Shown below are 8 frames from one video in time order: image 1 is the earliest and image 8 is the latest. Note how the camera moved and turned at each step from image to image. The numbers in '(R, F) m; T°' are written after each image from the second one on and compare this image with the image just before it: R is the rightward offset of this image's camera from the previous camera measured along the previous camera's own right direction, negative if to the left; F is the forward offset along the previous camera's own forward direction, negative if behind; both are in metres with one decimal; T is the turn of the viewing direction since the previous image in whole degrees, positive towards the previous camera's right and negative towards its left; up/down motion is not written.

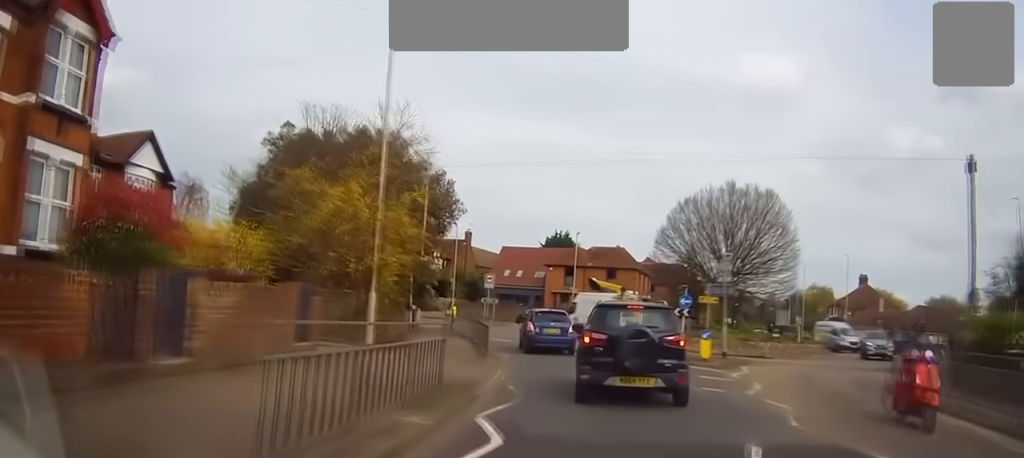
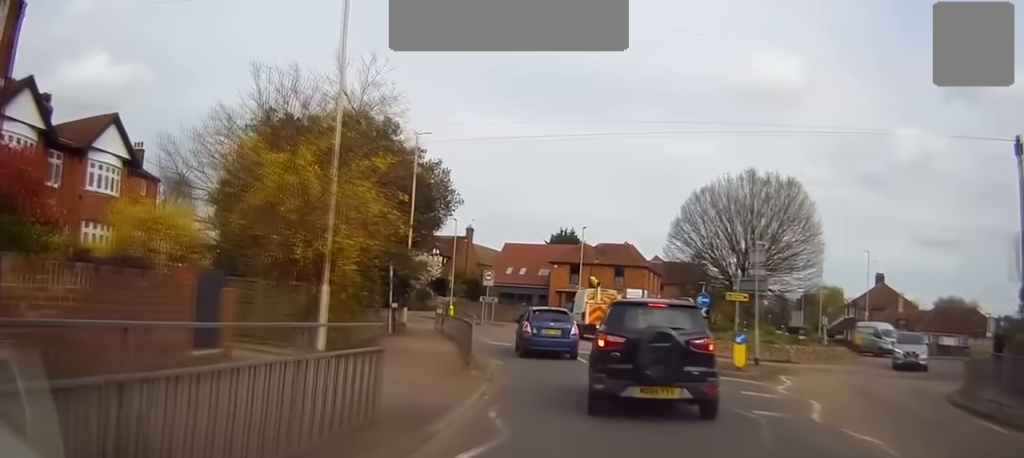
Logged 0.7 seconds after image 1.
(-0.2, +3.3) m; 0°
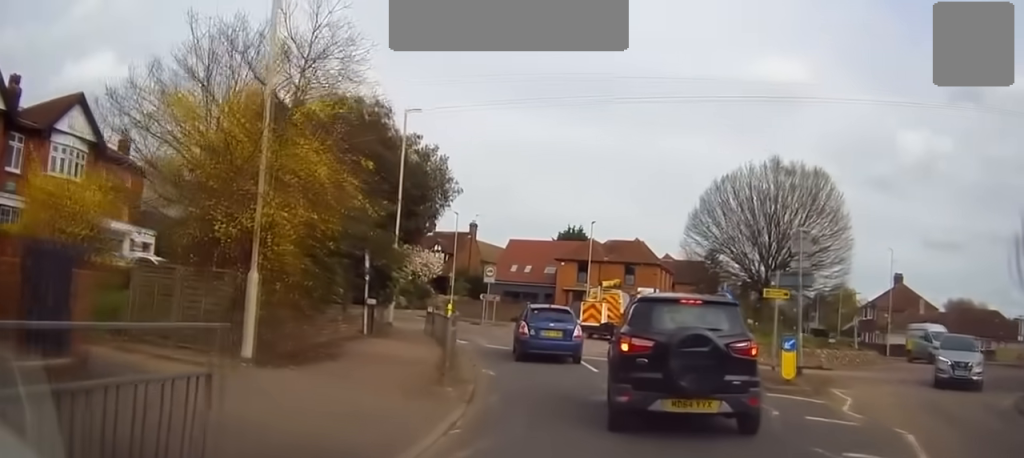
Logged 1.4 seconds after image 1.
(+0.1, +3.3) m; 0°
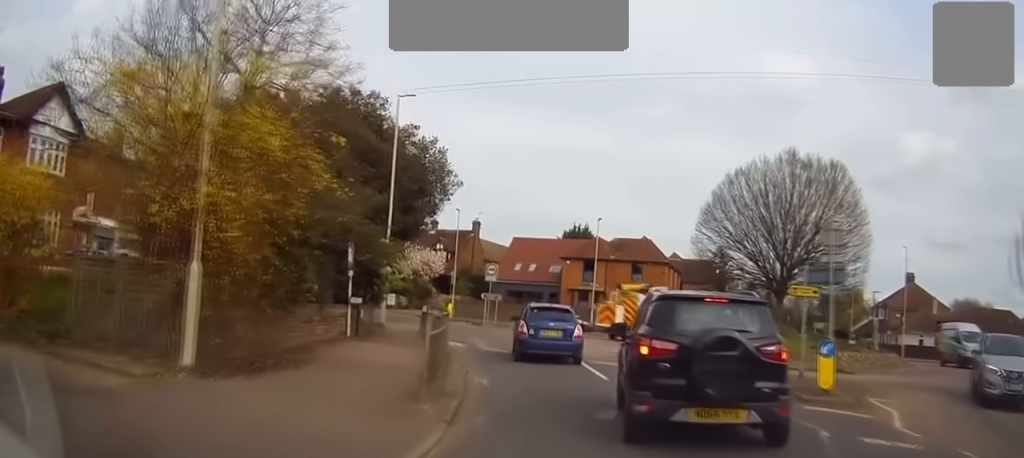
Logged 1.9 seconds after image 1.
(+0.1, +2.0) m; -1°
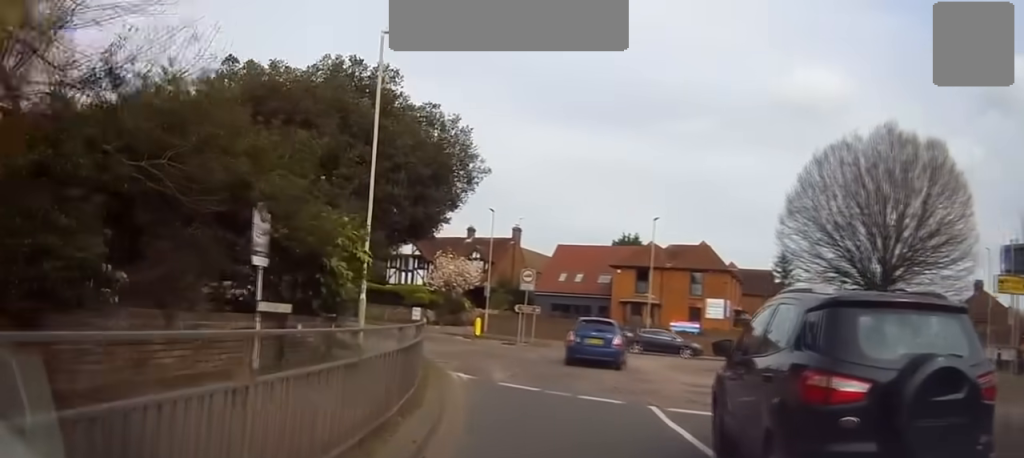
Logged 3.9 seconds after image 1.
(-0.9, +7.5) m; -8°
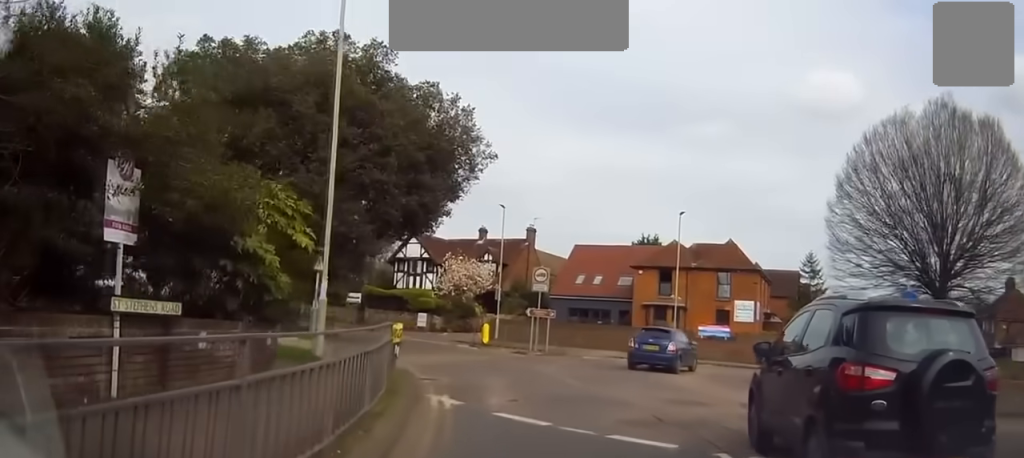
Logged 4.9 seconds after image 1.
(+0.1, +4.3) m; 0°
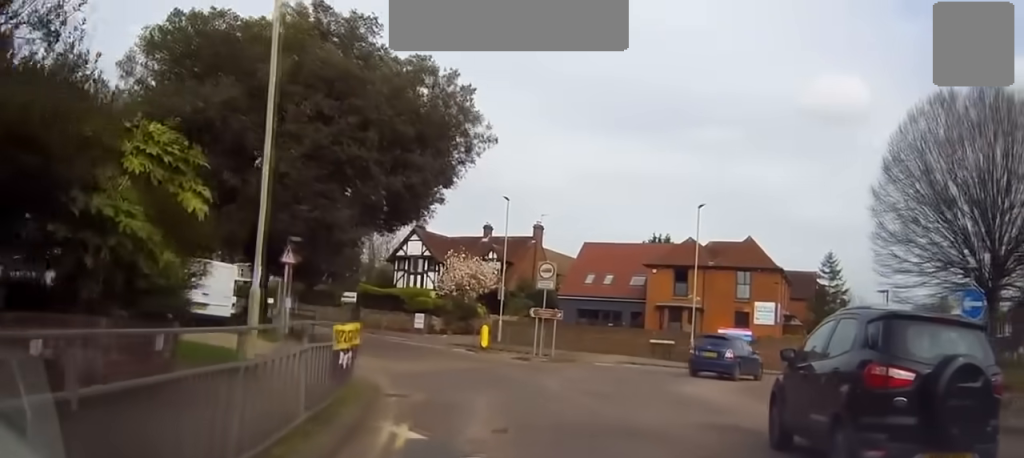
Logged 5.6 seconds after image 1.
(-0.1, +3.2) m; -1°
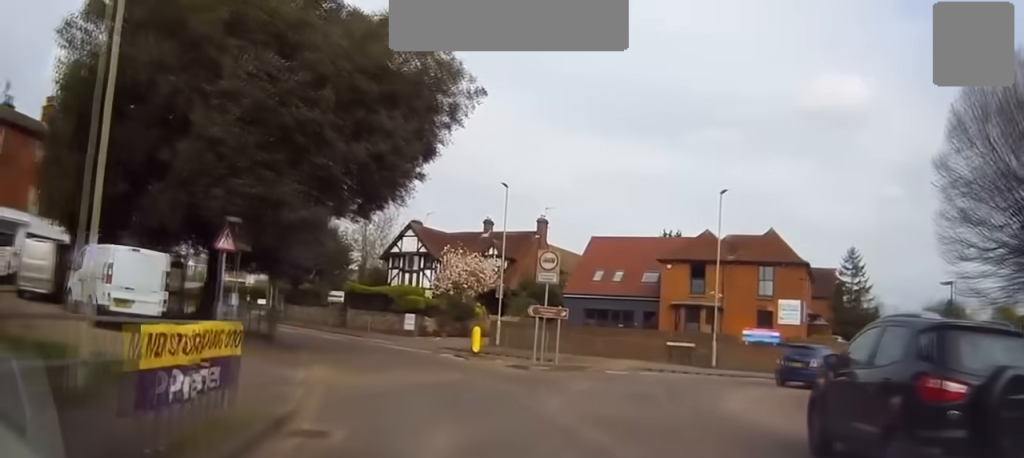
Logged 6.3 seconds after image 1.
(0.0, +4.0) m; +2°
